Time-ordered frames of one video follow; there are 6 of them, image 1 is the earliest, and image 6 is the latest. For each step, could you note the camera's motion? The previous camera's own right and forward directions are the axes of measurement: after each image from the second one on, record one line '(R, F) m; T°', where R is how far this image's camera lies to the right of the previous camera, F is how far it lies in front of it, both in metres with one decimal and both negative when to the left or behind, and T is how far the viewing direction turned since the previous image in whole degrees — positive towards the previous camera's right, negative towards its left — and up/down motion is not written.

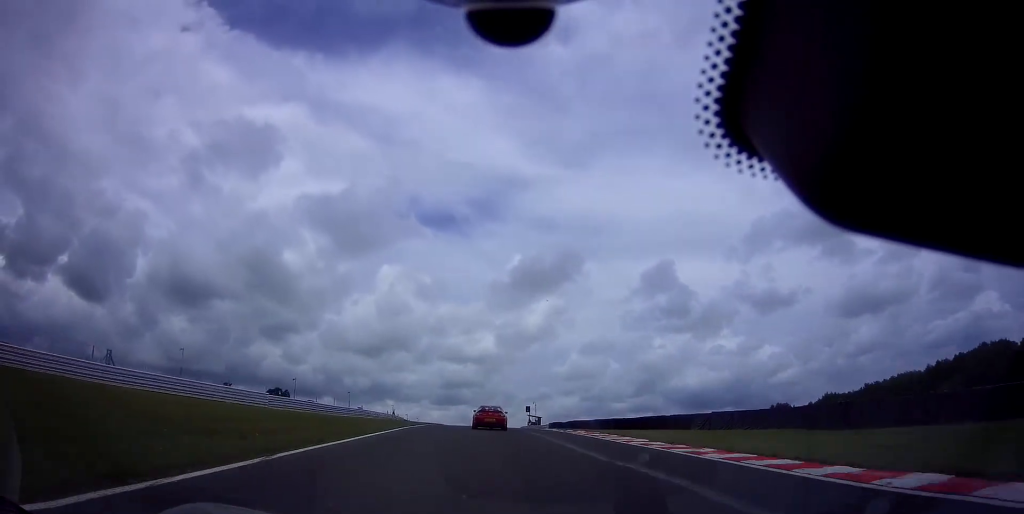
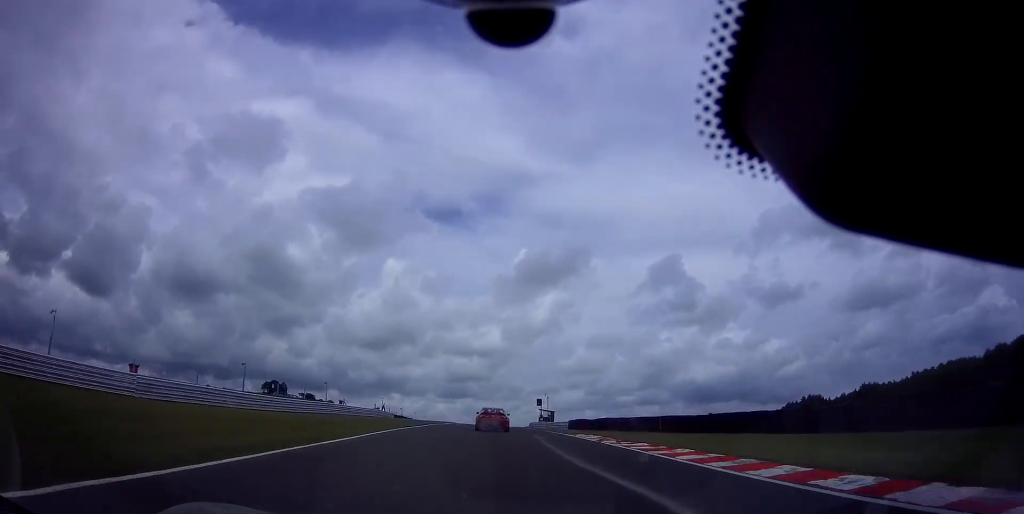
(-0.1, +15.7) m; 0°
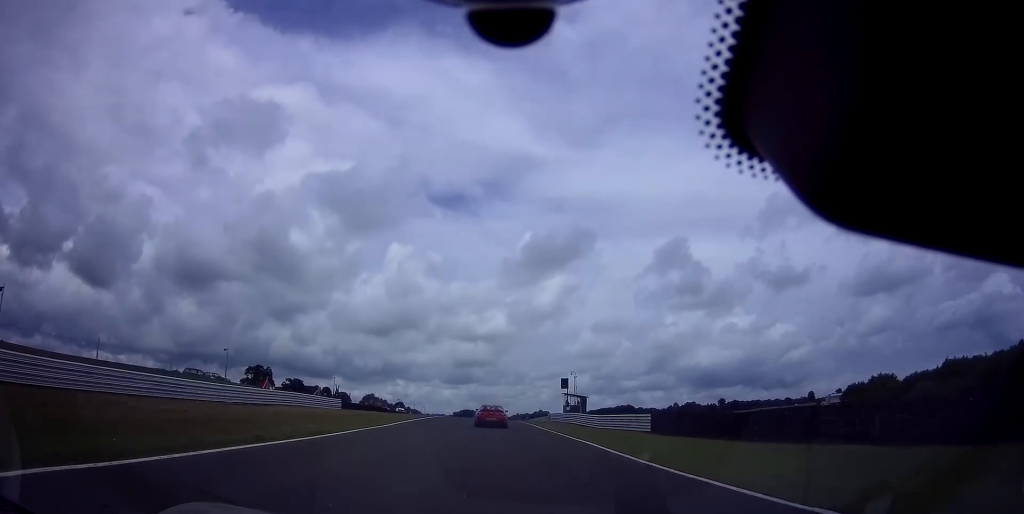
(-0.2, +30.9) m; -1°
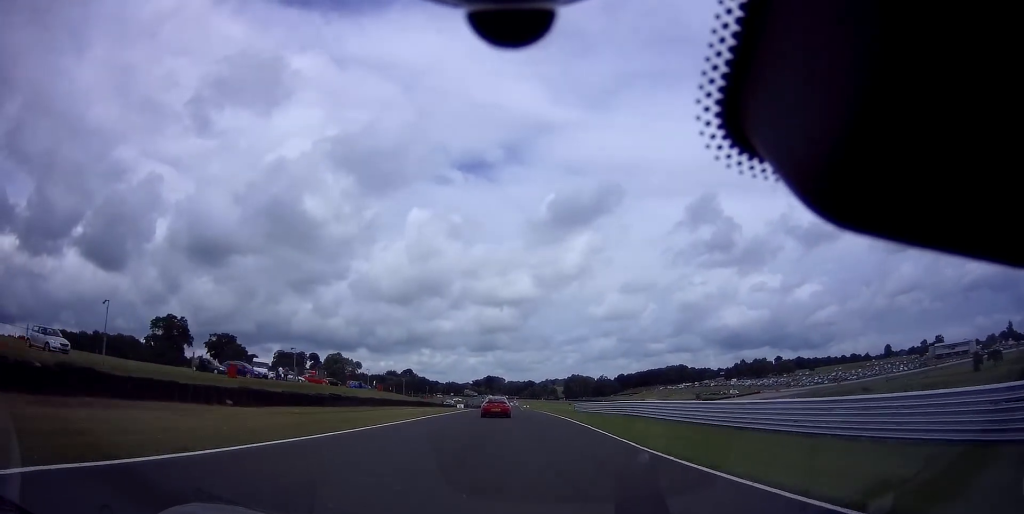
(-3.2, +114.8) m; -3°
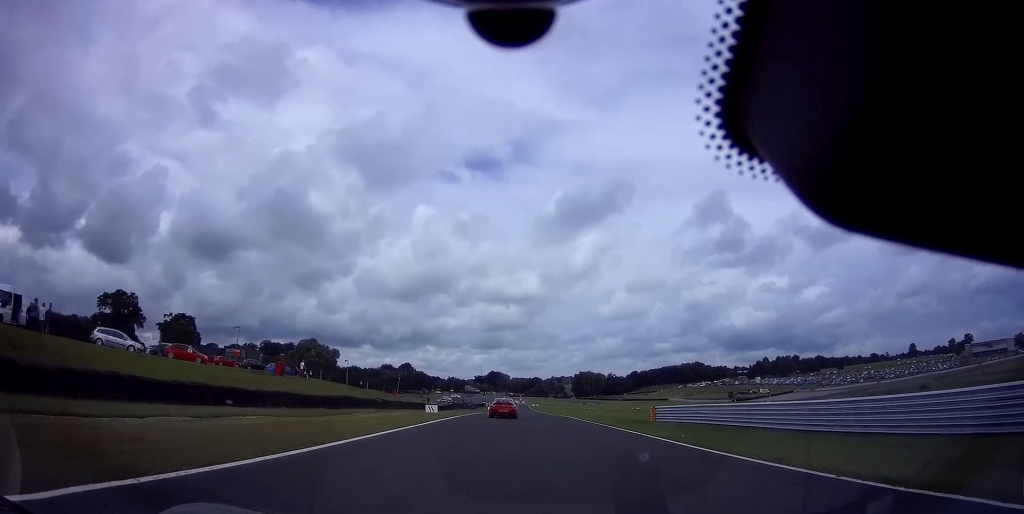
(-0.2, +36.6) m; 0°
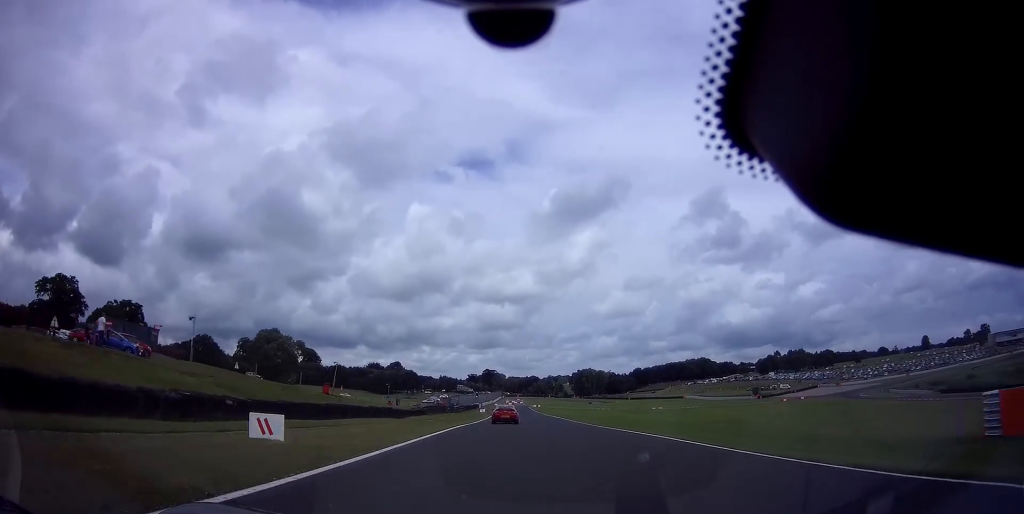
(0.0, +29.1) m; 0°
